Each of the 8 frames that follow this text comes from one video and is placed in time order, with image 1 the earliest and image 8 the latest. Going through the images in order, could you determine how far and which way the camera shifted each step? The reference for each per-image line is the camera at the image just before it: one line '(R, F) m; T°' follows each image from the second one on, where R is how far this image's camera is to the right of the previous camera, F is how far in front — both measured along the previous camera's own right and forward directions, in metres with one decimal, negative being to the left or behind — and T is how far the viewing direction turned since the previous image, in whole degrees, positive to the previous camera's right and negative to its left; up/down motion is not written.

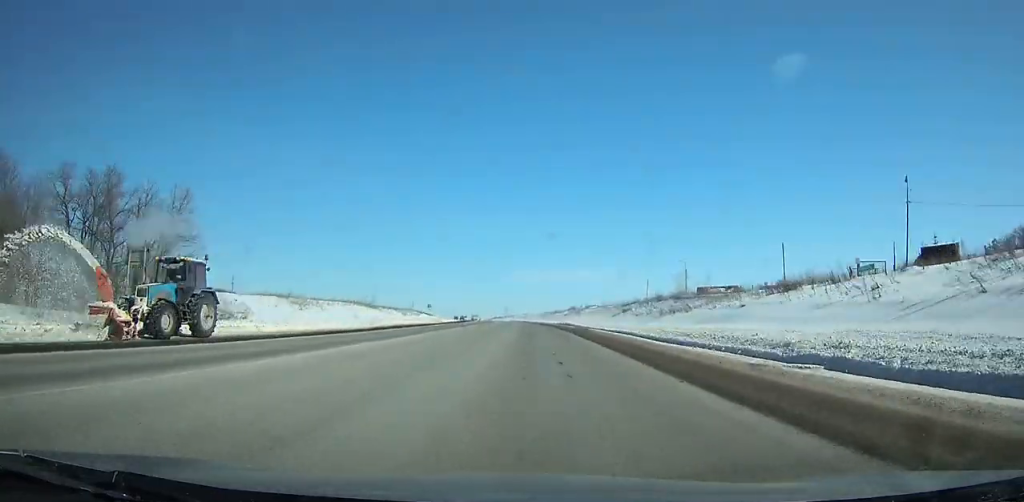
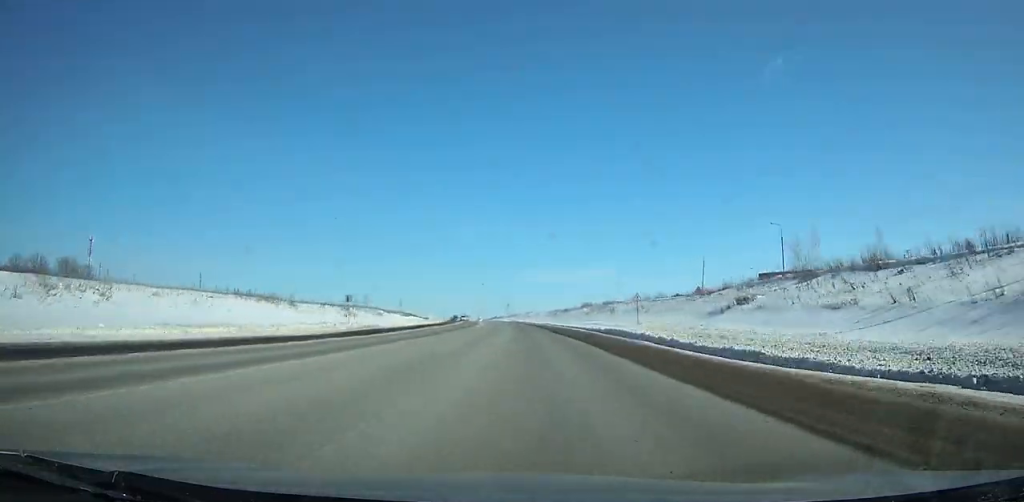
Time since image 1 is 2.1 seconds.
(-0.3, +49.7) m; -1°
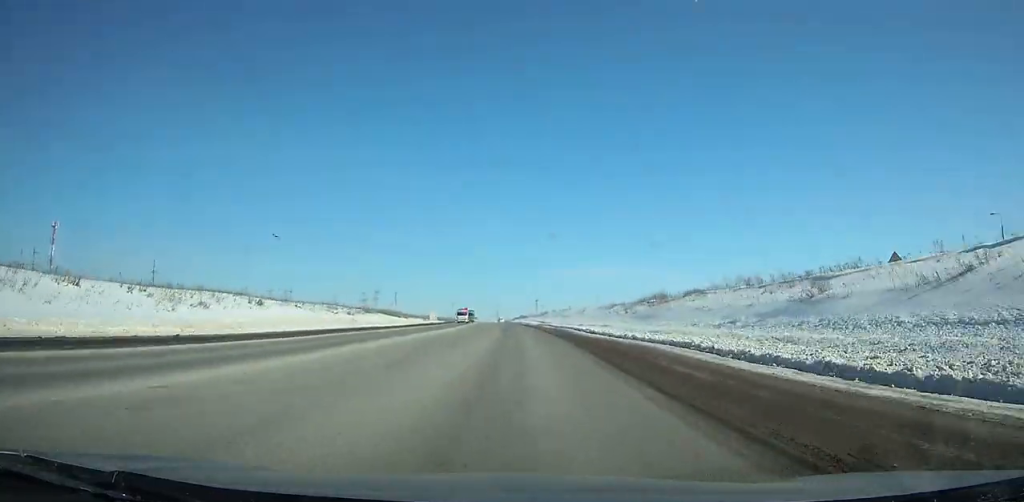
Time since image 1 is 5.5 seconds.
(-1.3, +82.0) m; -3°
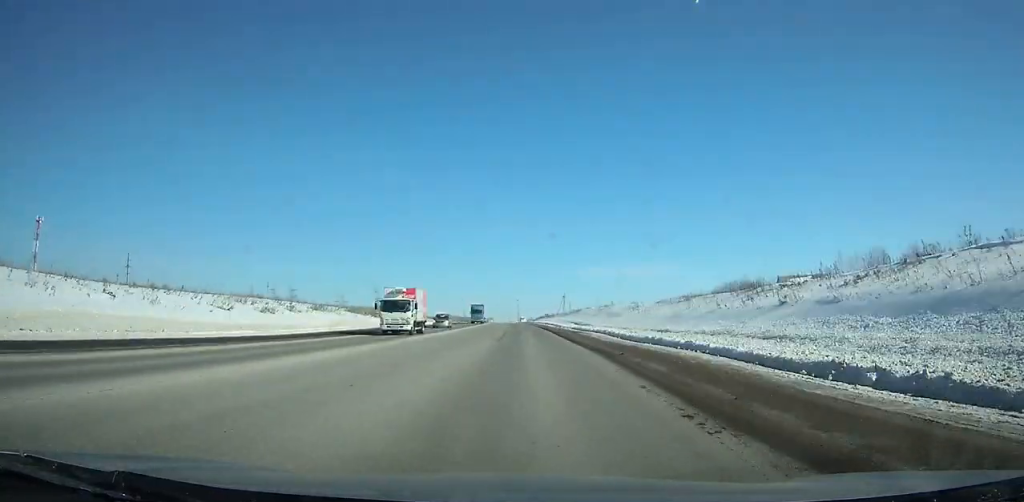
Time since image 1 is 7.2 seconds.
(-1.1, +41.8) m; -2°
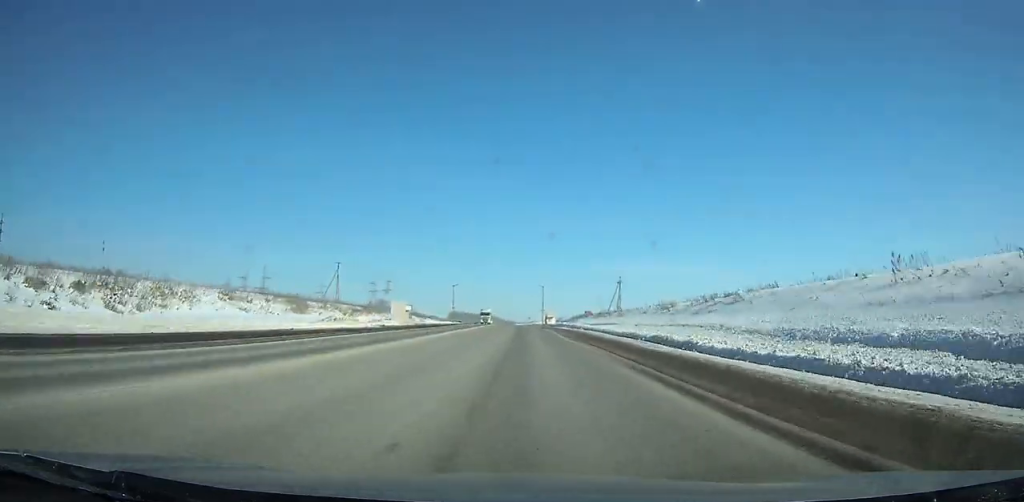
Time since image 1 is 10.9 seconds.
(-2.6, +92.4) m; -3°
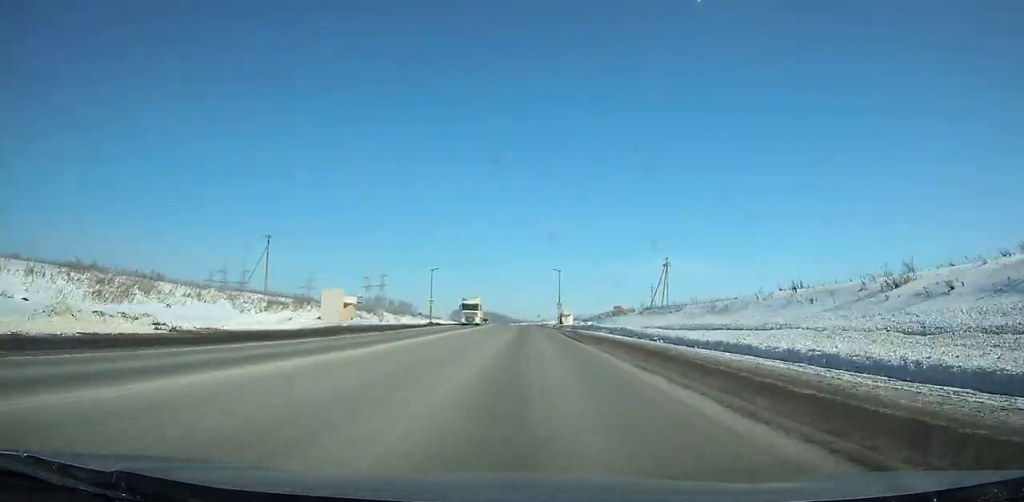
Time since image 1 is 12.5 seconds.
(-0.3, +40.6) m; -1°
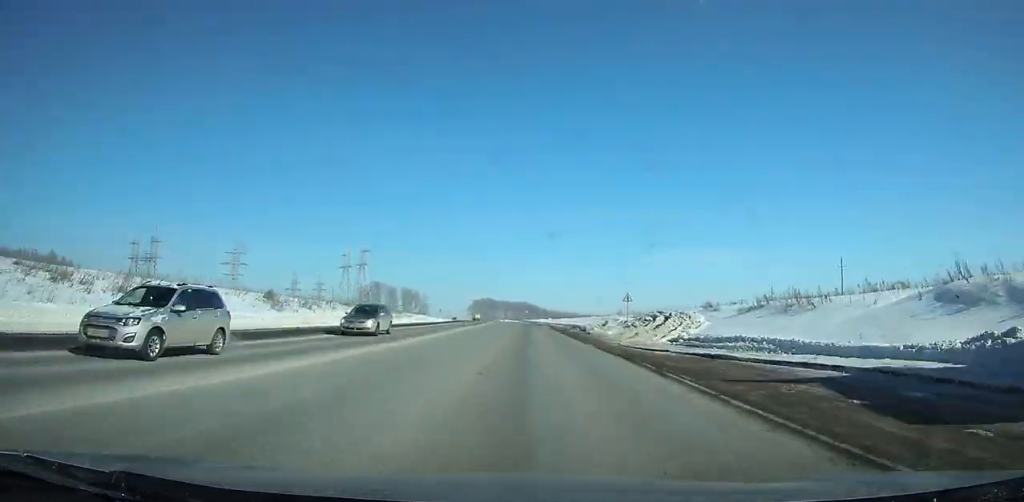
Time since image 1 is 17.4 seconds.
(-2.7, +123.4) m; -3°
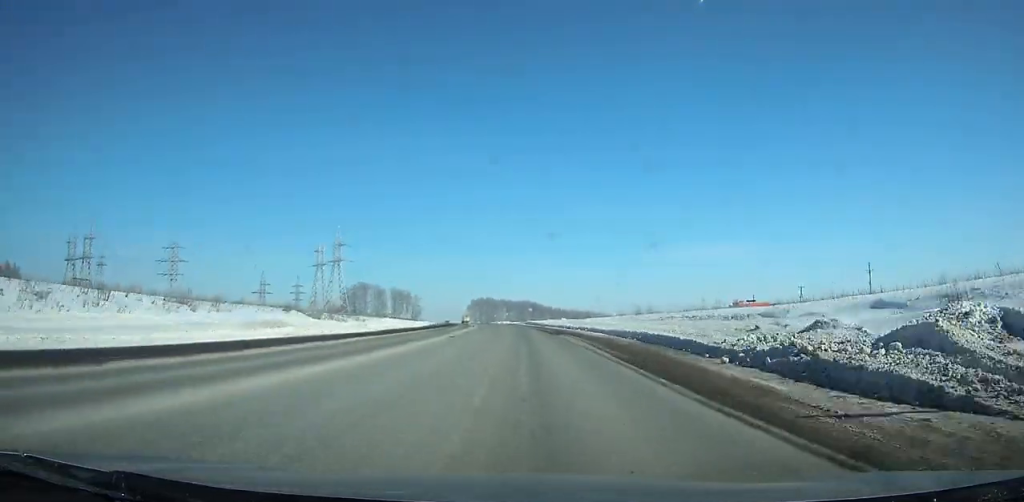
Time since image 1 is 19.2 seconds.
(-0.5, +42.2) m; -1°
